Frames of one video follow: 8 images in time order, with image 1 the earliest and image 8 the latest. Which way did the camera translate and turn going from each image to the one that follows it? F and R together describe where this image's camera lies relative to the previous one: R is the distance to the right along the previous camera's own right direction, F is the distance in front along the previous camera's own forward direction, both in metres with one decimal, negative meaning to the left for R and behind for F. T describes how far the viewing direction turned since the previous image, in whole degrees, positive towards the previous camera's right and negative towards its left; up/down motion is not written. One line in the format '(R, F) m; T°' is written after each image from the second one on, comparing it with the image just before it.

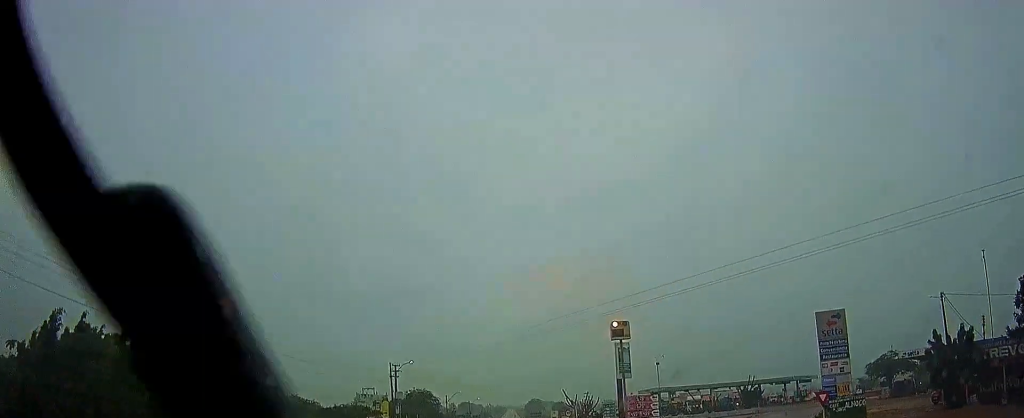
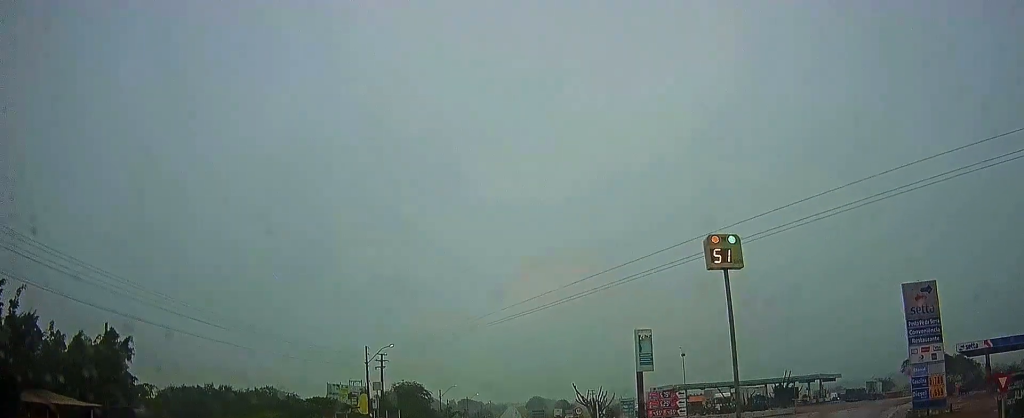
(0.0, +12.3) m; 0°
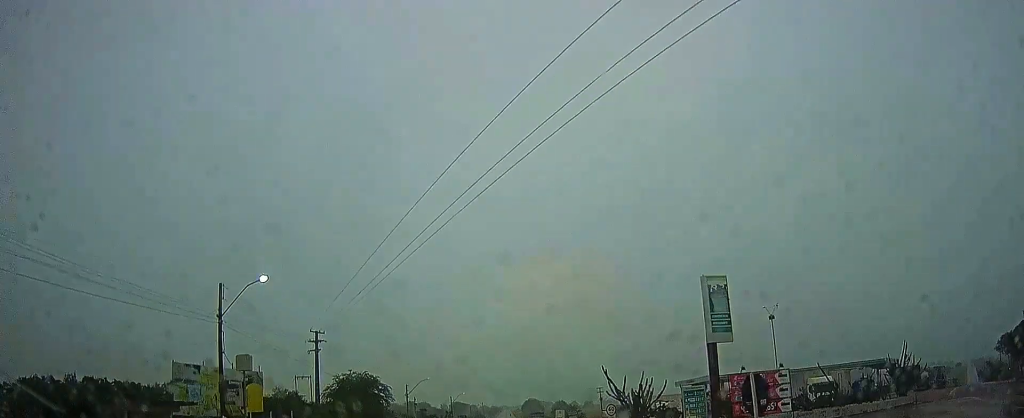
(-0.4, +27.7) m; -3°
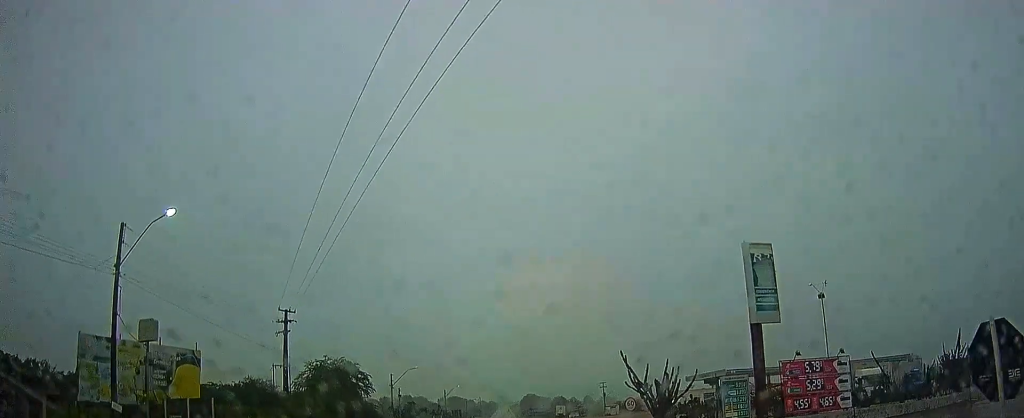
(-0.2, +7.8) m; 0°
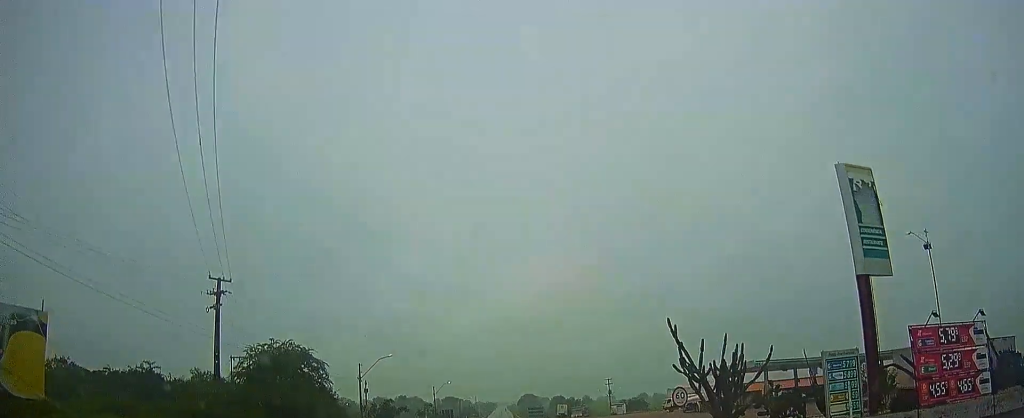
(+0.3, +11.7) m; +2°
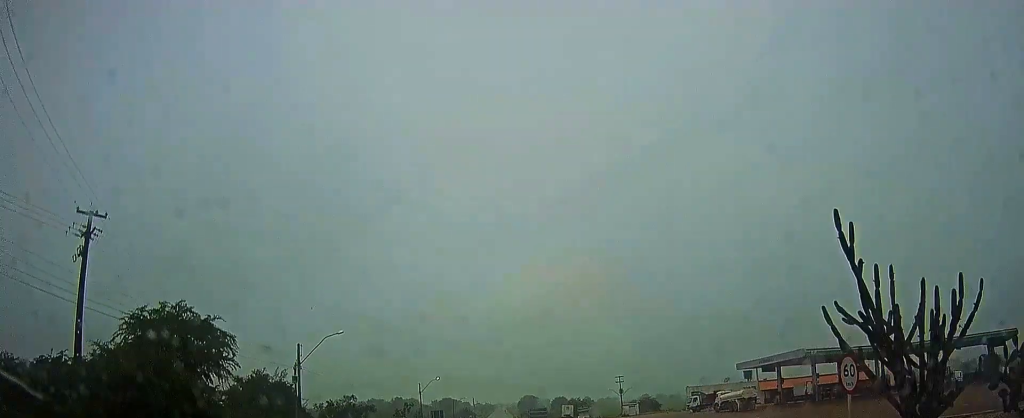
(+0.1, +13.9) m; +2°
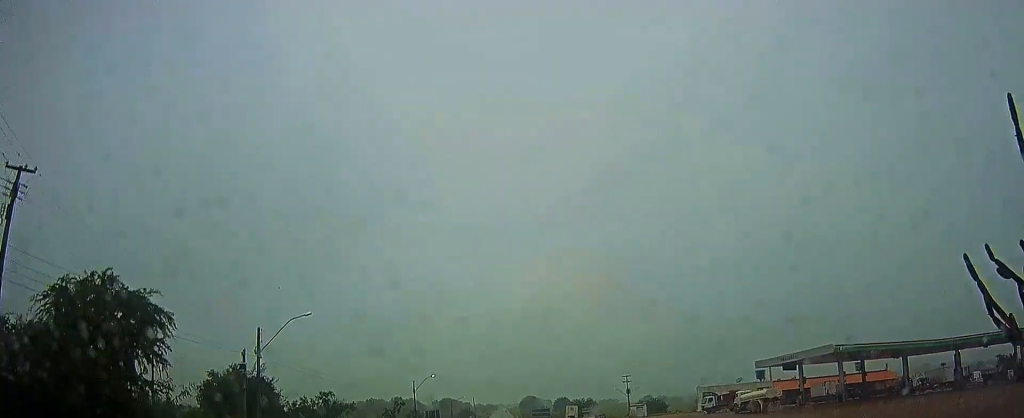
(+0.2, +5.9) m; 0°
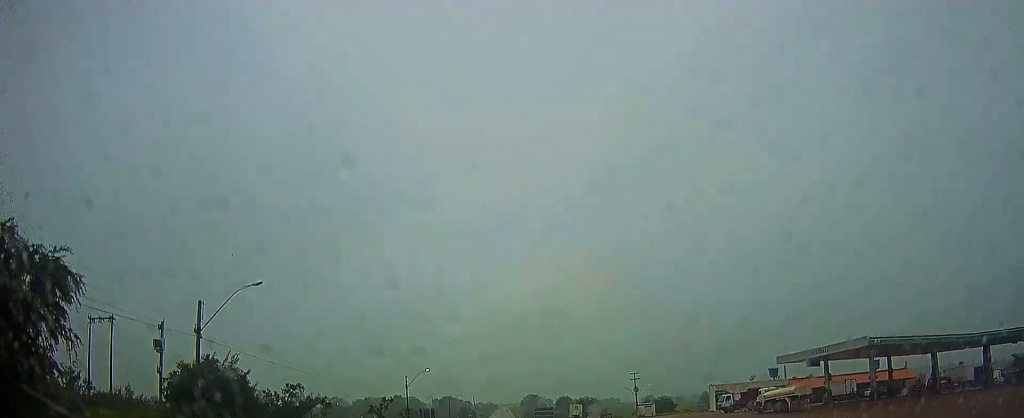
(+0.1, +6.0) m; 0°
